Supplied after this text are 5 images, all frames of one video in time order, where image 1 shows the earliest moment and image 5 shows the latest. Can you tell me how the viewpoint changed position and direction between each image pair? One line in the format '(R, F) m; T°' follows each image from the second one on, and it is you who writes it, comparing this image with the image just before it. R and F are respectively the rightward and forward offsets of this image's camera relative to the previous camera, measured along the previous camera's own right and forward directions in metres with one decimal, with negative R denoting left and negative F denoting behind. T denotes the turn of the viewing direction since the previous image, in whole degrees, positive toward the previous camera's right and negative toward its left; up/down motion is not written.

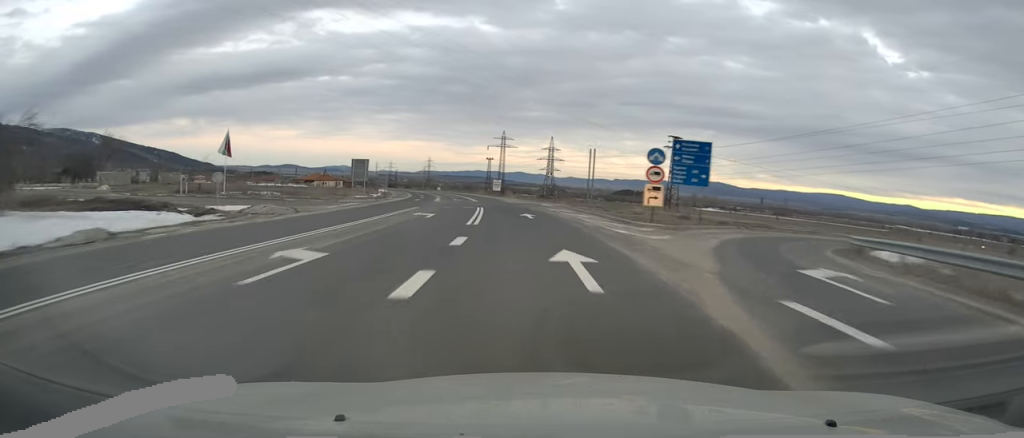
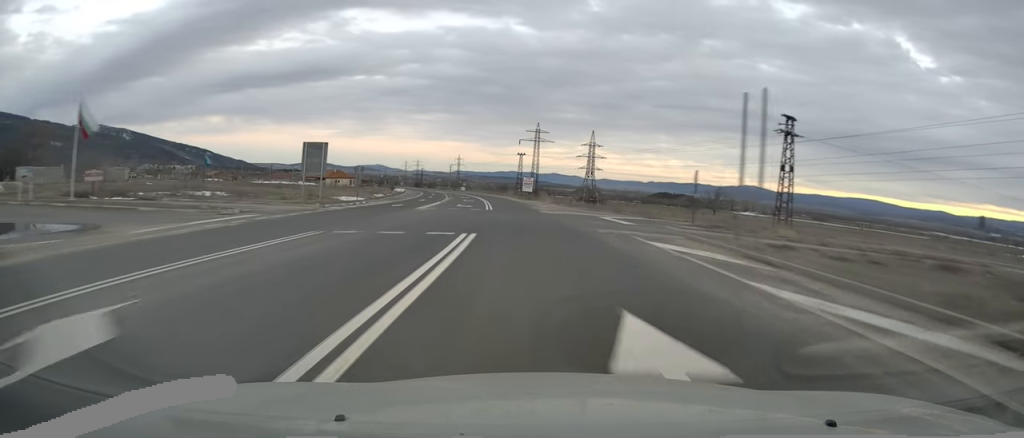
(-0.8, +24.1) m; -3°
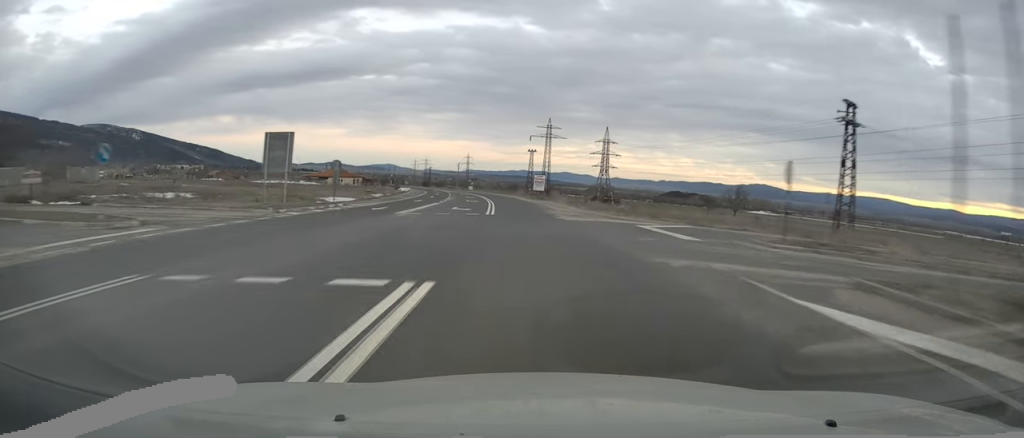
(-0.1, +8.6) m; -1°
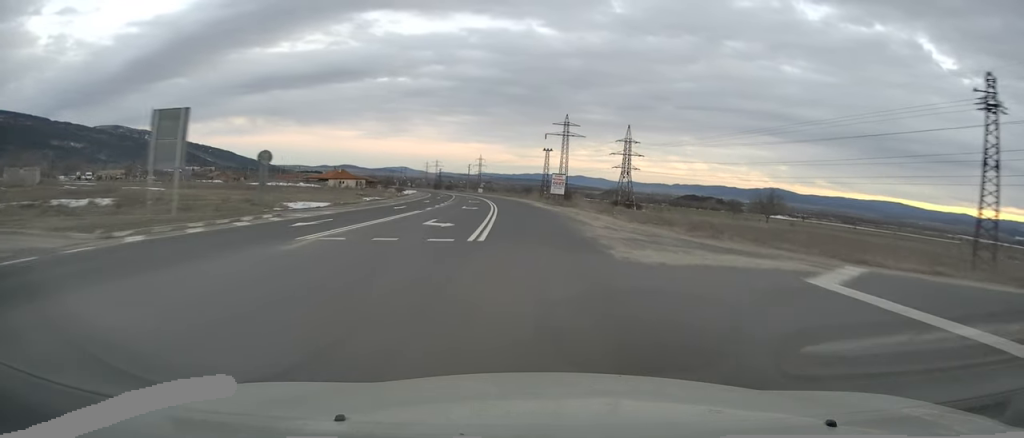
(-0.1, +13.5) m; -1°
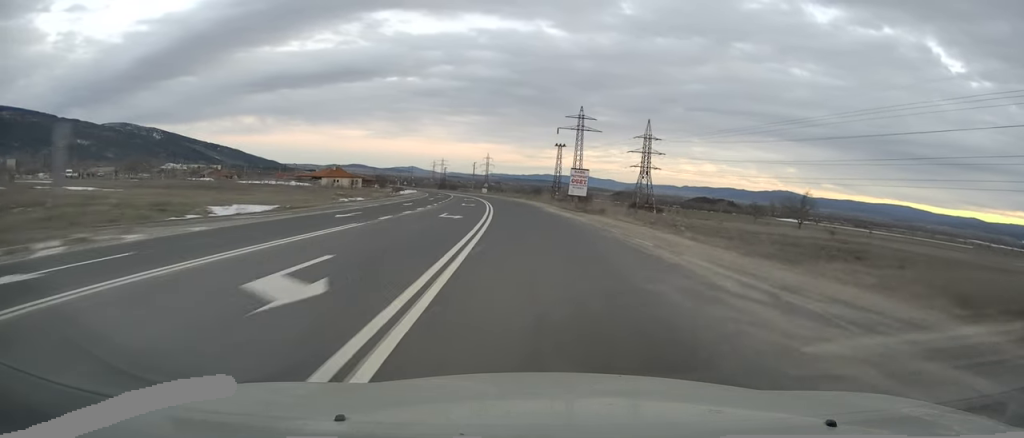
(-0.1, +14.1) m; -1°
